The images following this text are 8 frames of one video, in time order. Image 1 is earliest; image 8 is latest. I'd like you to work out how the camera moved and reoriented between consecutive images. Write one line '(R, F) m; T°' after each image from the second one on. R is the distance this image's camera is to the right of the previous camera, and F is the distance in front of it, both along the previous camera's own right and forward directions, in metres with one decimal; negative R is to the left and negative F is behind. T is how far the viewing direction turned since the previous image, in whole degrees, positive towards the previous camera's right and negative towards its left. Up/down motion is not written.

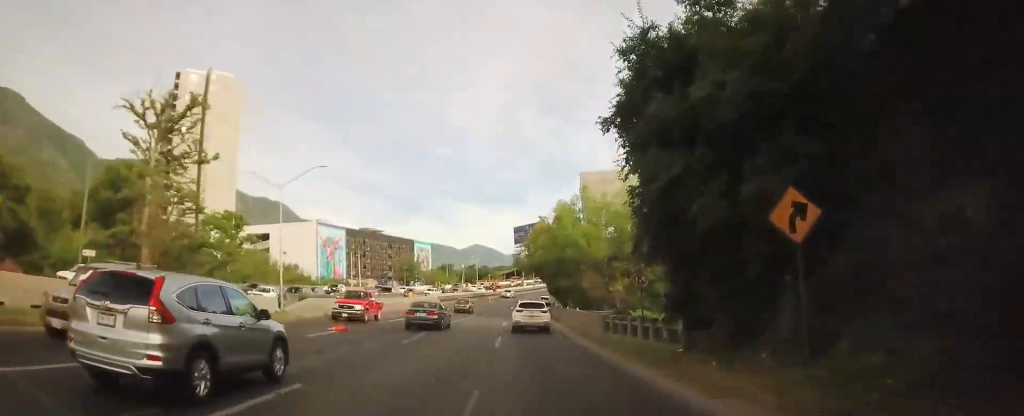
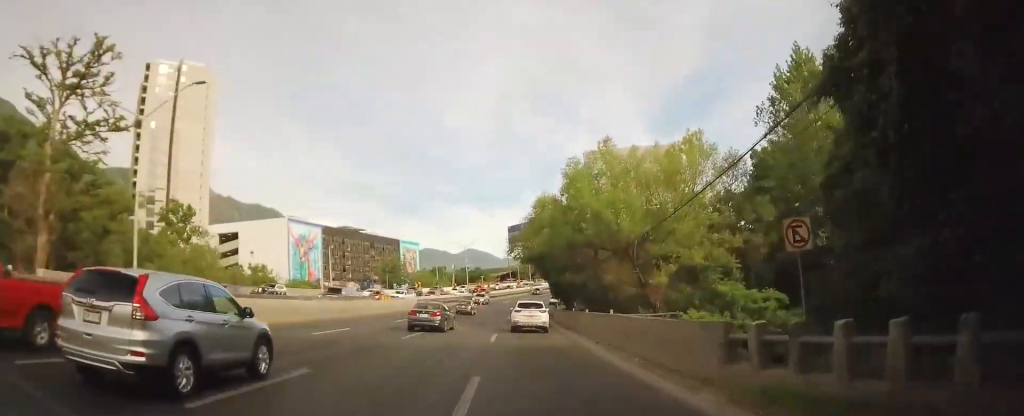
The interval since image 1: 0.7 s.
(-0.1, +13.5) m; -1°
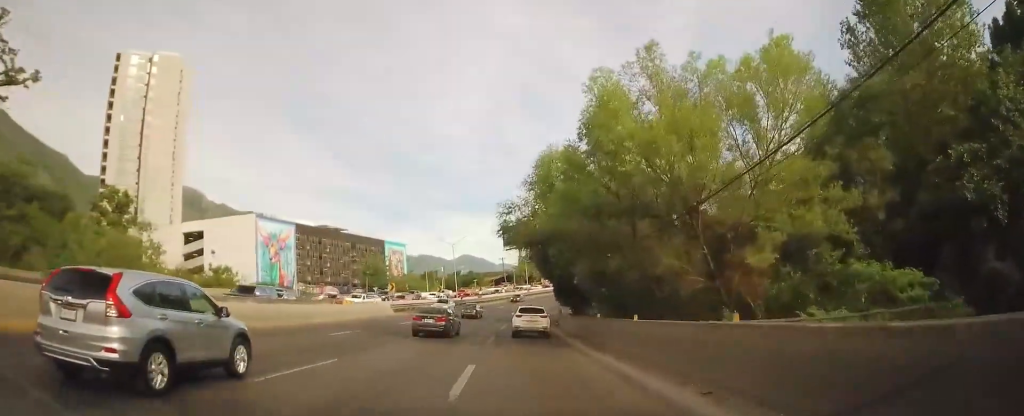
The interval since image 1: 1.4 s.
(+0.1, +12.8) m; -1°
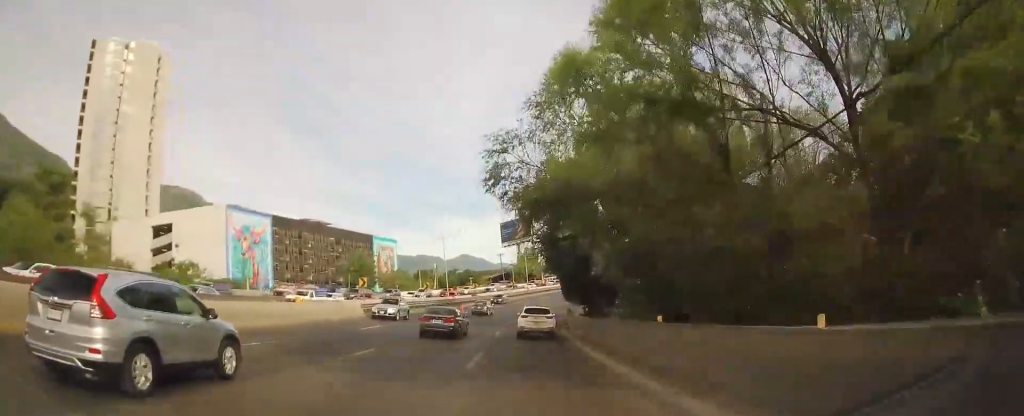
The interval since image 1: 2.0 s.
(-0.2, +10.7) m; +2°
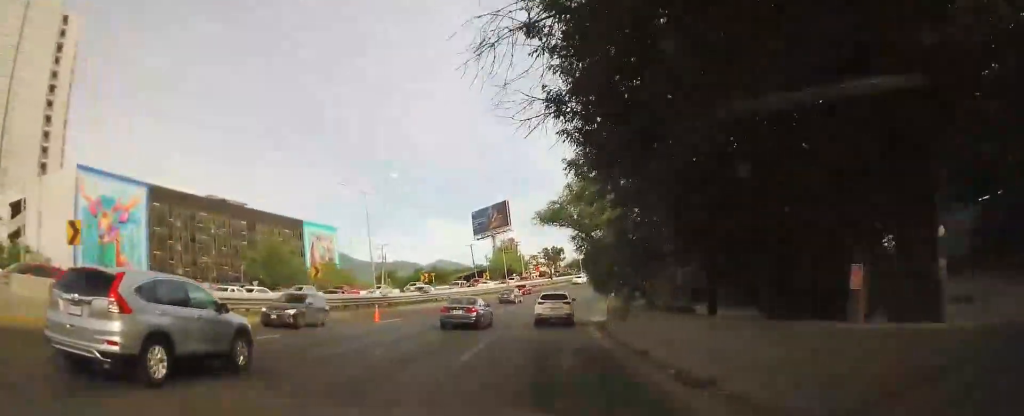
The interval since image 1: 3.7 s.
(+1.7, +31.1) m; +6°
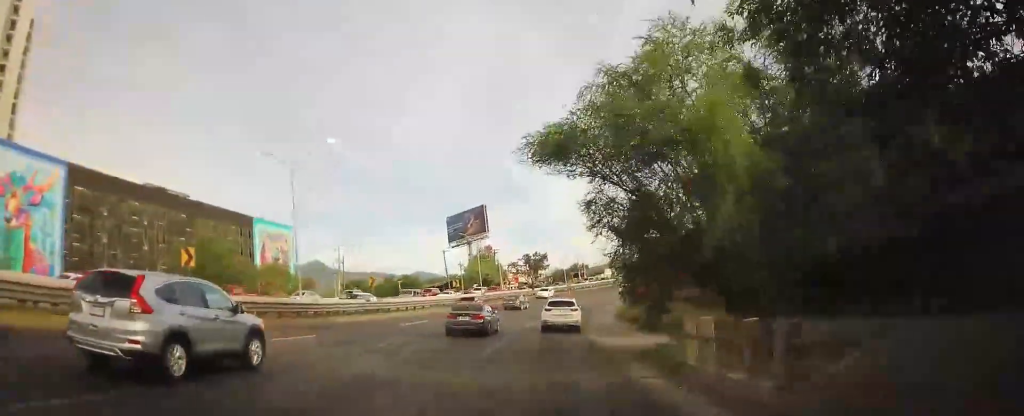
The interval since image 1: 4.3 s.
(-0.4, +12.2) m; +2°
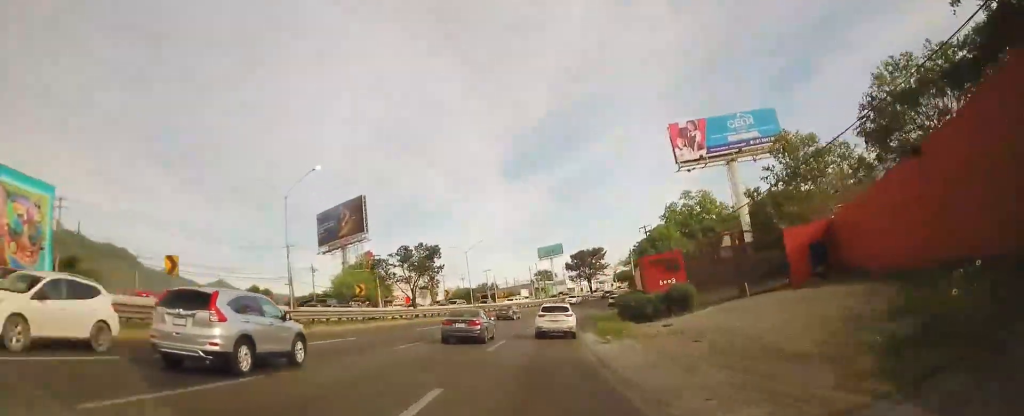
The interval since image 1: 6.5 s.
(+4.1, +39.3) m; +10°
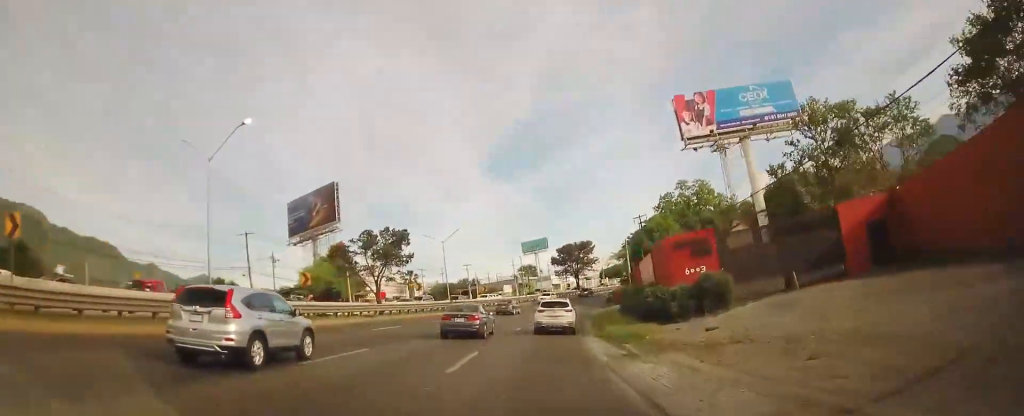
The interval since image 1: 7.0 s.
(+0.3, +7.7) m; +2°
